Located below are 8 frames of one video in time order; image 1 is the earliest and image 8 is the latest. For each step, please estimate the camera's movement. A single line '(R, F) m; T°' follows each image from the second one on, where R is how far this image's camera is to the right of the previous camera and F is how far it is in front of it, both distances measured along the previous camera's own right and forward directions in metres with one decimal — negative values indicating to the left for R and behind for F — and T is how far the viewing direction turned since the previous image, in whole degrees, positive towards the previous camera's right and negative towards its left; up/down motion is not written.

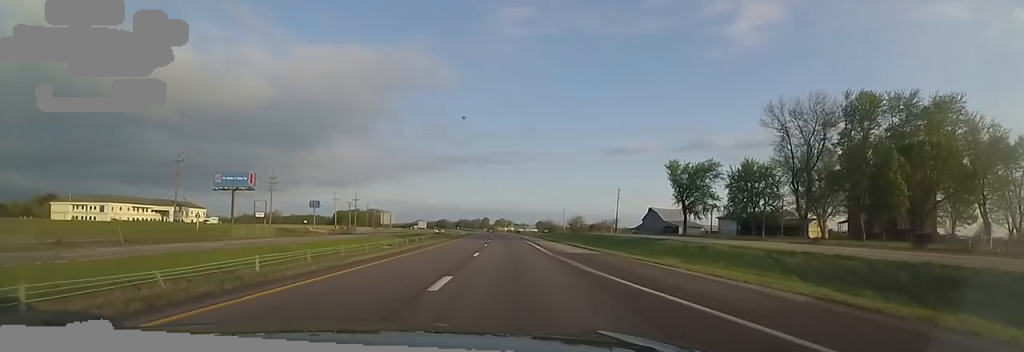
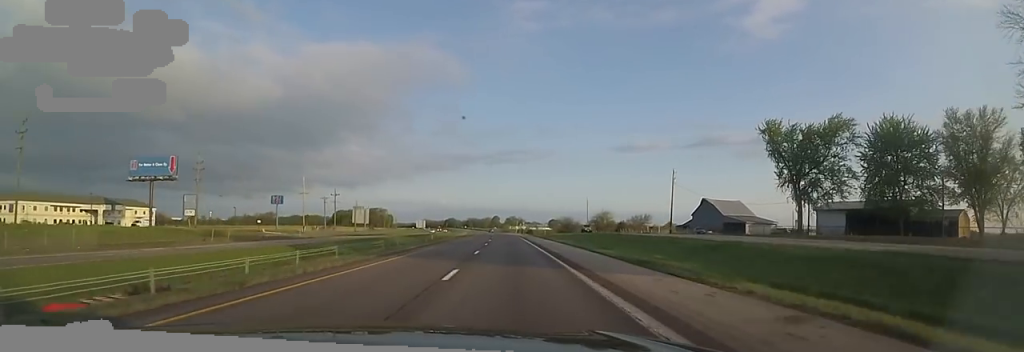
(-0.2, +34.0) m; -1°
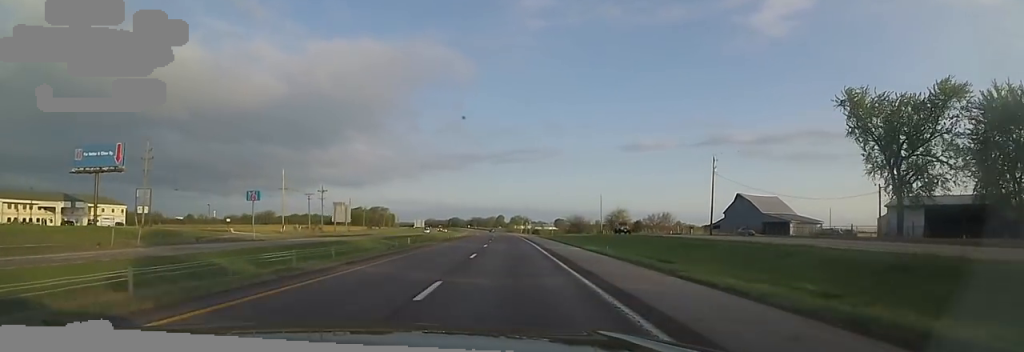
(-0.1, +15.2) m; -1°
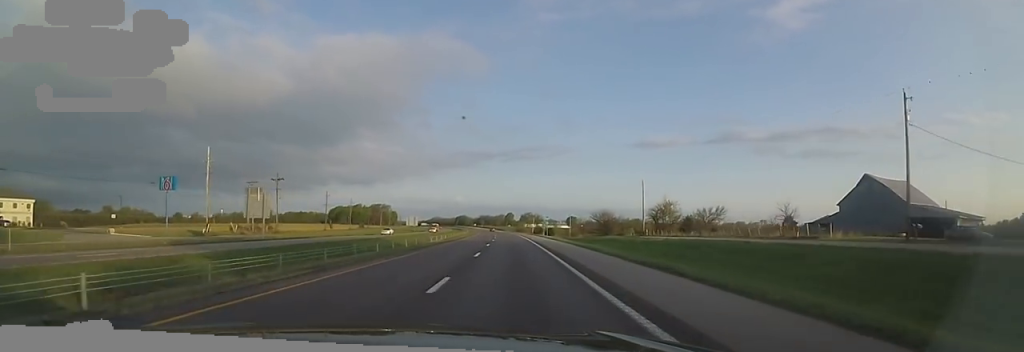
(-0.5, +35.0) m; -1°
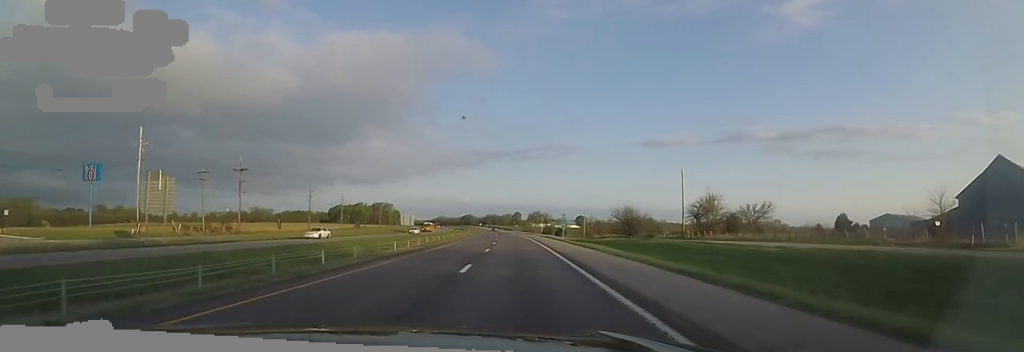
(-0.1, +20.1) m; -1°
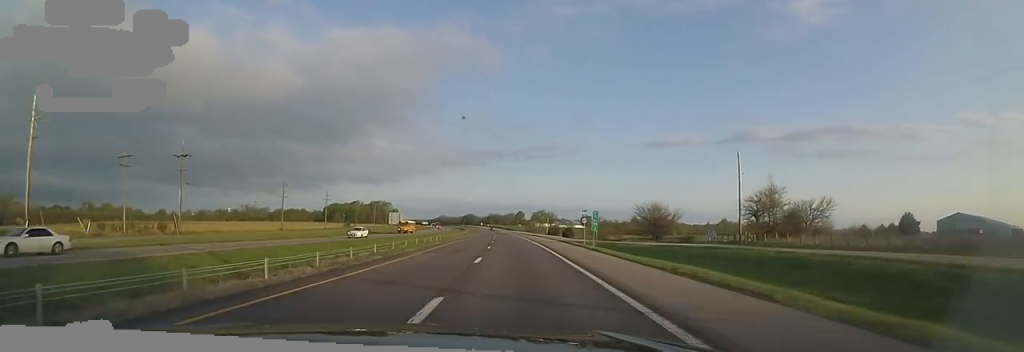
(-0.2, +20.7) m; 0°
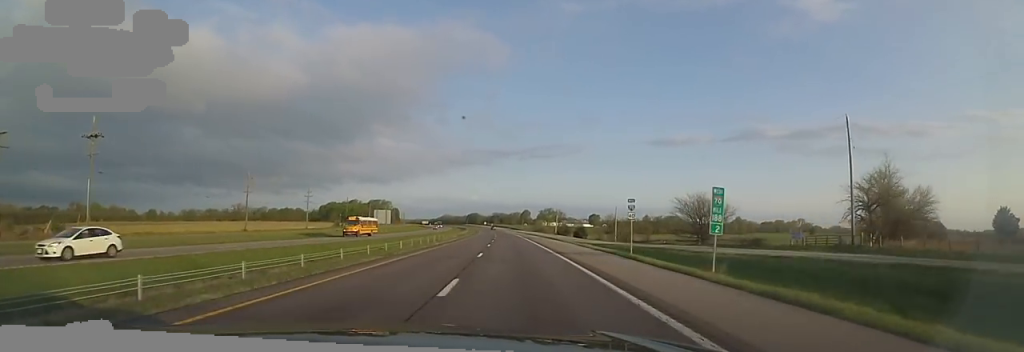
(0.0, +21.9) m; 0°
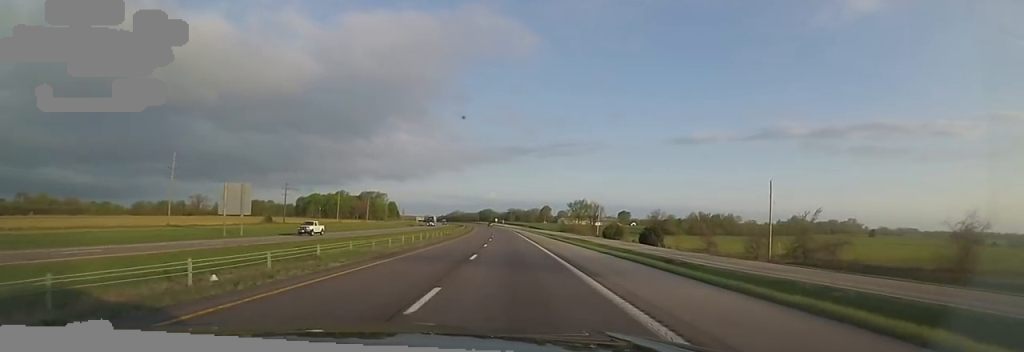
(-1.2, +77.4) m; -3°
